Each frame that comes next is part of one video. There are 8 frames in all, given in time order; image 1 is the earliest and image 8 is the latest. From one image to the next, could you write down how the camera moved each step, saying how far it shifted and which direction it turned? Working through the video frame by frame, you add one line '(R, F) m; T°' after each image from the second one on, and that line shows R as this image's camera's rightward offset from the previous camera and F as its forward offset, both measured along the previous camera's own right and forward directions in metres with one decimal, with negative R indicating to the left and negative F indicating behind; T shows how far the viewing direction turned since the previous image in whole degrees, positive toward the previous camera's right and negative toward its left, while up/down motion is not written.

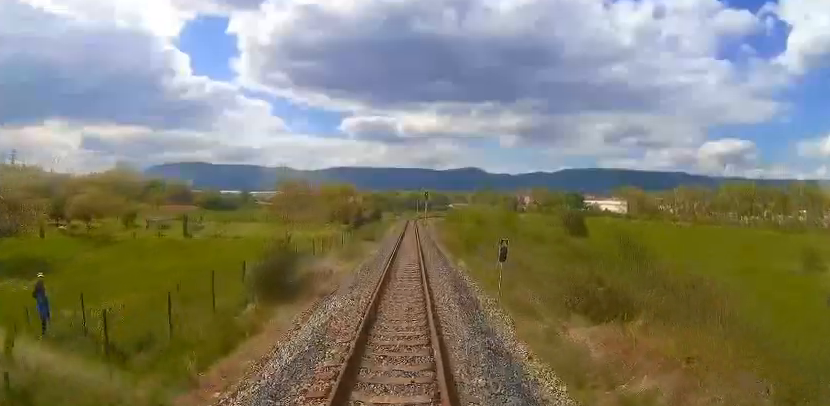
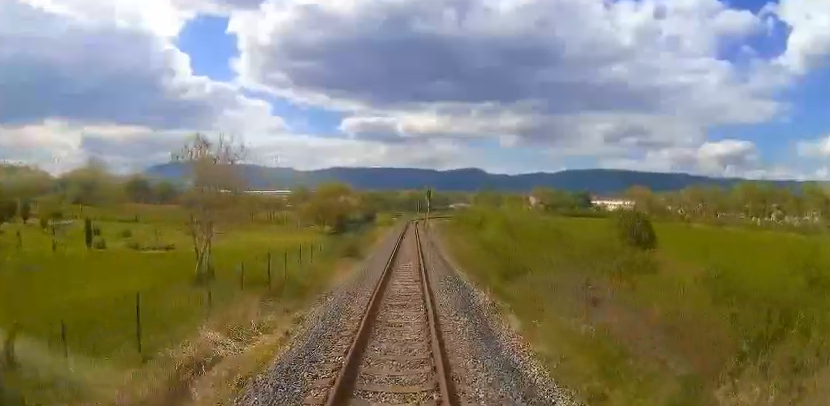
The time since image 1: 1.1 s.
(0.0, +14.6) m; 0°
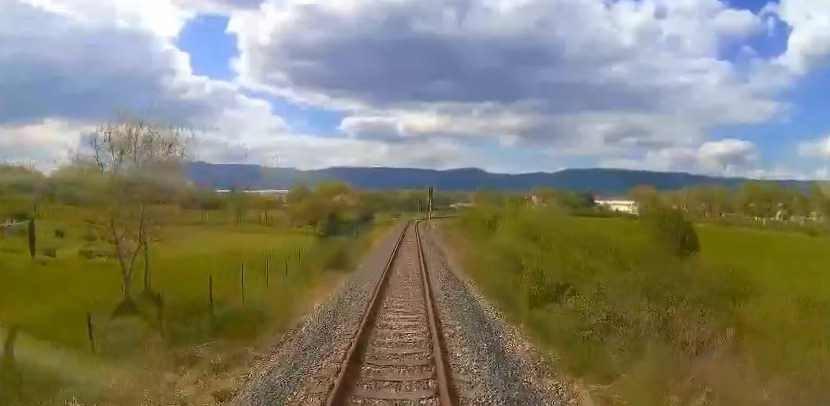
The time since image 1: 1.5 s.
(0.0, +5.7) m; 0°
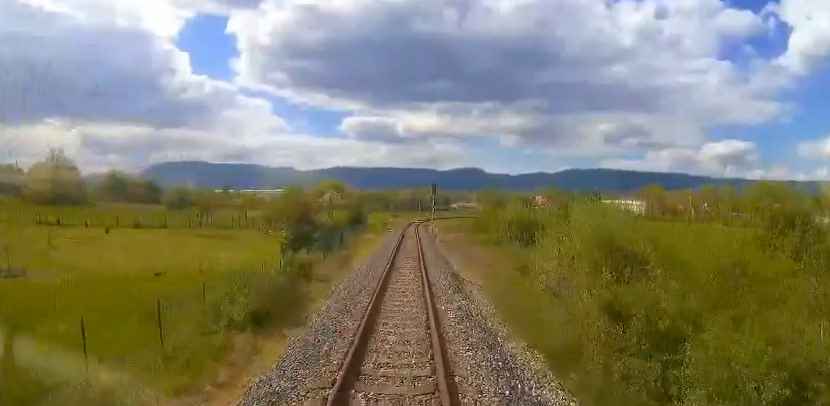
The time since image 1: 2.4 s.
(0.0, +11.4) m; 0°
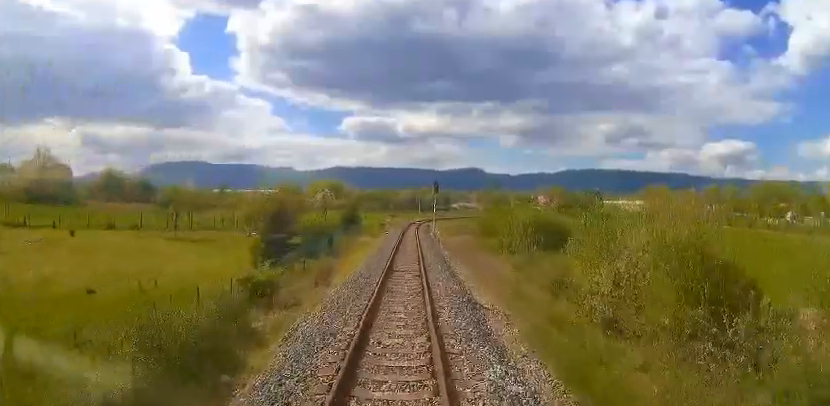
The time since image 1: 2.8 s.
(0.0, +5.7) m; 0°
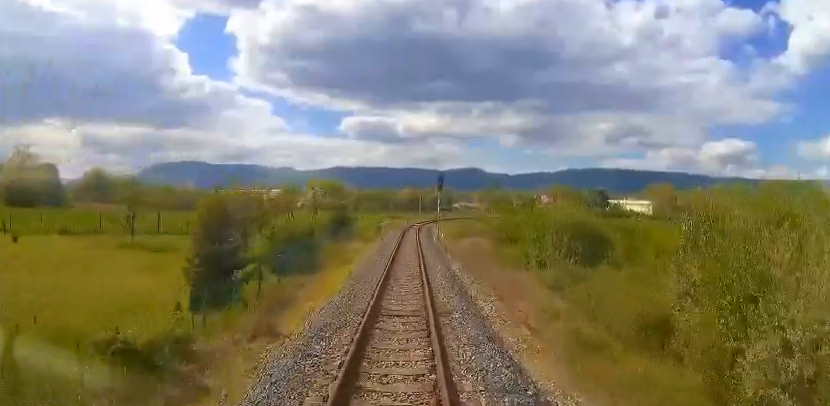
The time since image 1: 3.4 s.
(0.0, +7.8) m; 0°
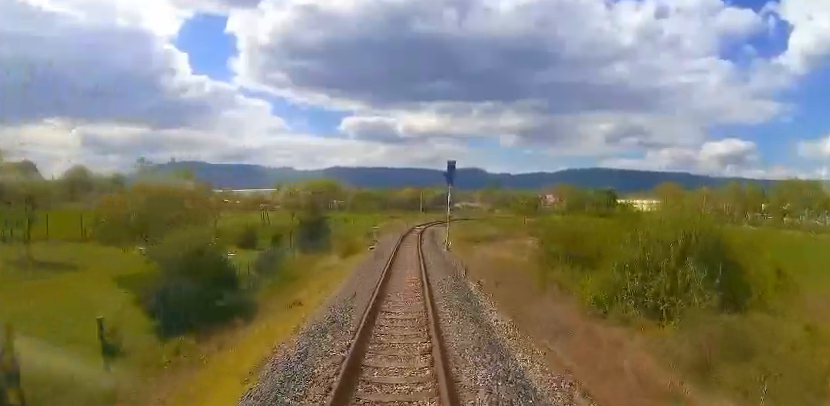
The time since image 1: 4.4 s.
(0.0, +12.6) m; 0°
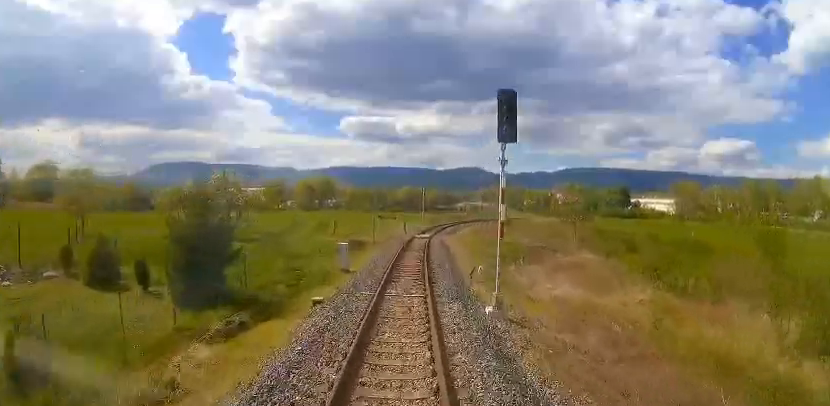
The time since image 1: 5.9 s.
(+0.1, +19.7) m; 0°
